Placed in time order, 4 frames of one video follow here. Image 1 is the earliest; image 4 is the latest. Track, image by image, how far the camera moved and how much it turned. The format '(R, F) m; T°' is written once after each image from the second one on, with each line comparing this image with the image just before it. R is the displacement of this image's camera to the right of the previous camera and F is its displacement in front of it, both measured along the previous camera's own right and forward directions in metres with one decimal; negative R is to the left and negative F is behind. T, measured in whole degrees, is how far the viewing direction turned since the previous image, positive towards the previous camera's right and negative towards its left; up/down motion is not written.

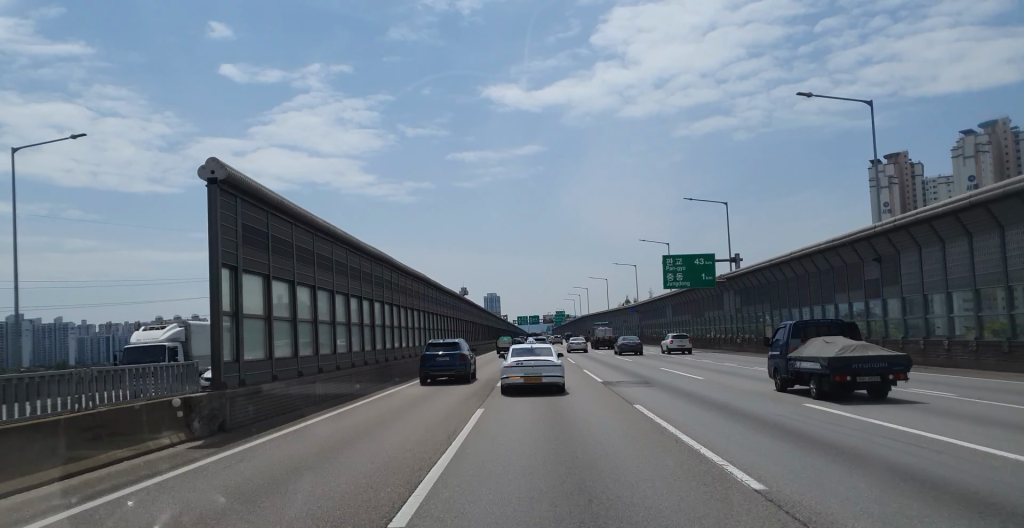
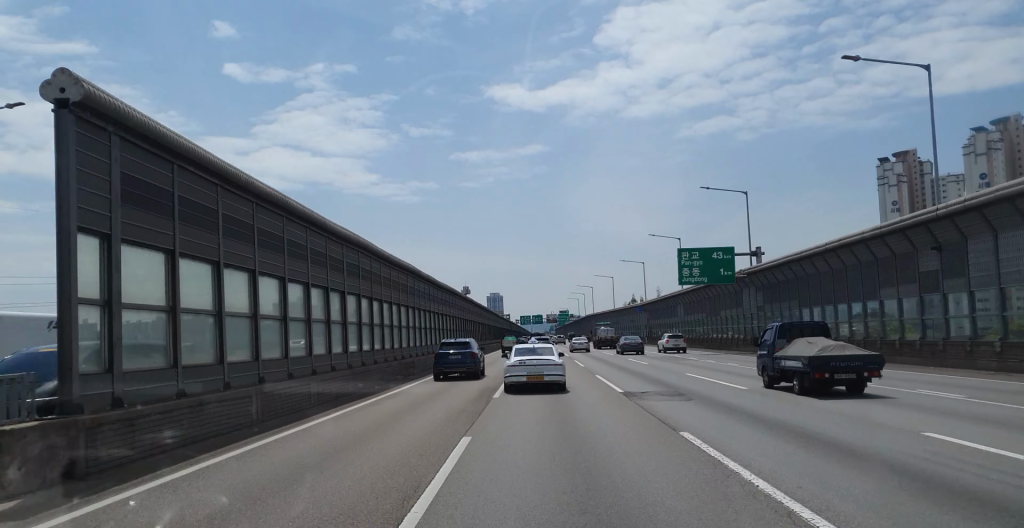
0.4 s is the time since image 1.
(0.0, +5.6) m; 0°
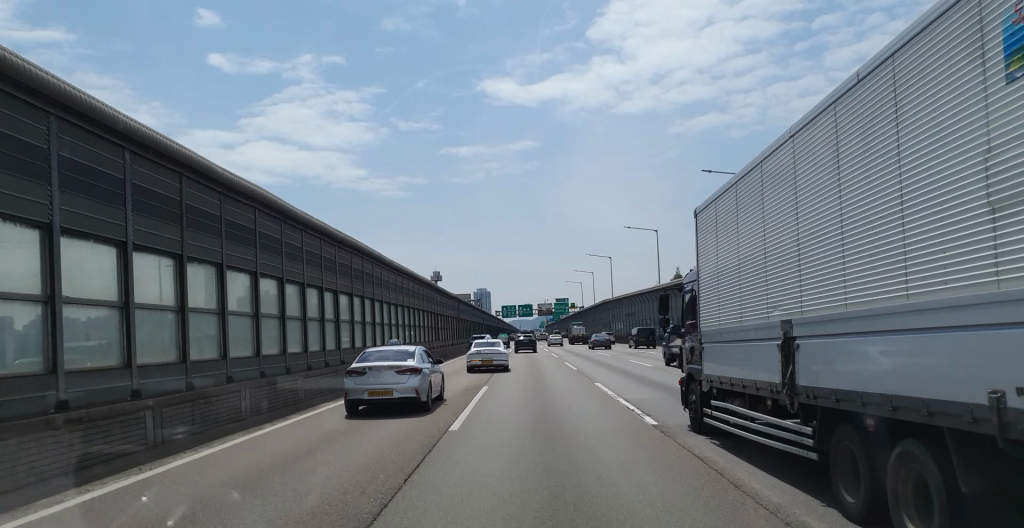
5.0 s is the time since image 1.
(+1.5, +69.0) m; +3°
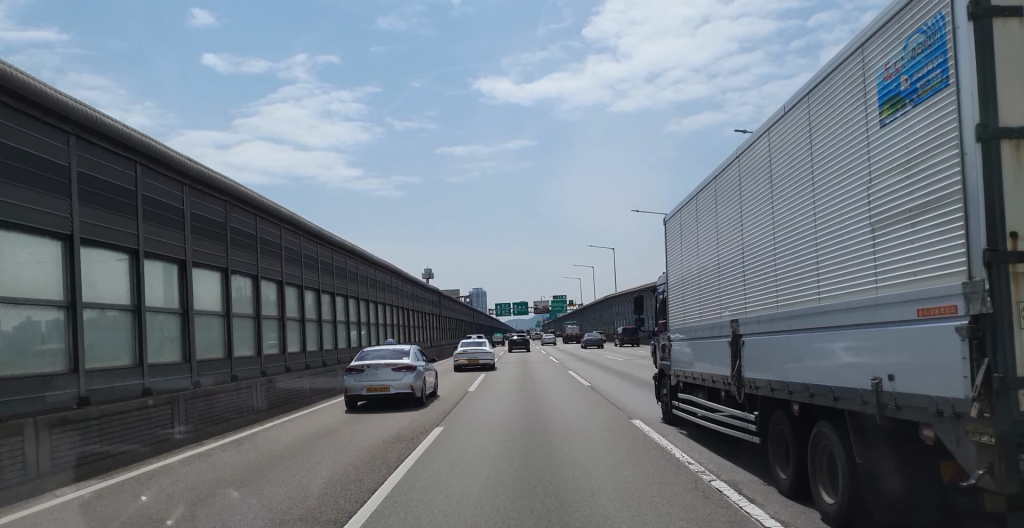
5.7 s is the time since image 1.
(+0.2, +11.4) m; -1°
